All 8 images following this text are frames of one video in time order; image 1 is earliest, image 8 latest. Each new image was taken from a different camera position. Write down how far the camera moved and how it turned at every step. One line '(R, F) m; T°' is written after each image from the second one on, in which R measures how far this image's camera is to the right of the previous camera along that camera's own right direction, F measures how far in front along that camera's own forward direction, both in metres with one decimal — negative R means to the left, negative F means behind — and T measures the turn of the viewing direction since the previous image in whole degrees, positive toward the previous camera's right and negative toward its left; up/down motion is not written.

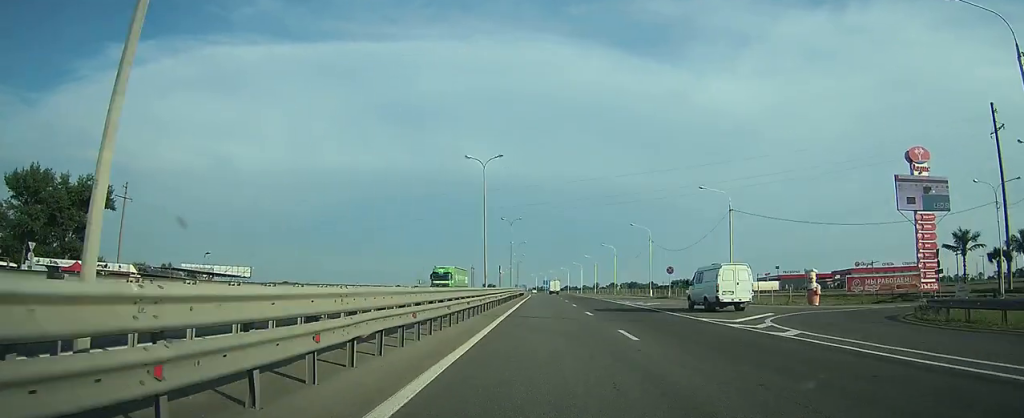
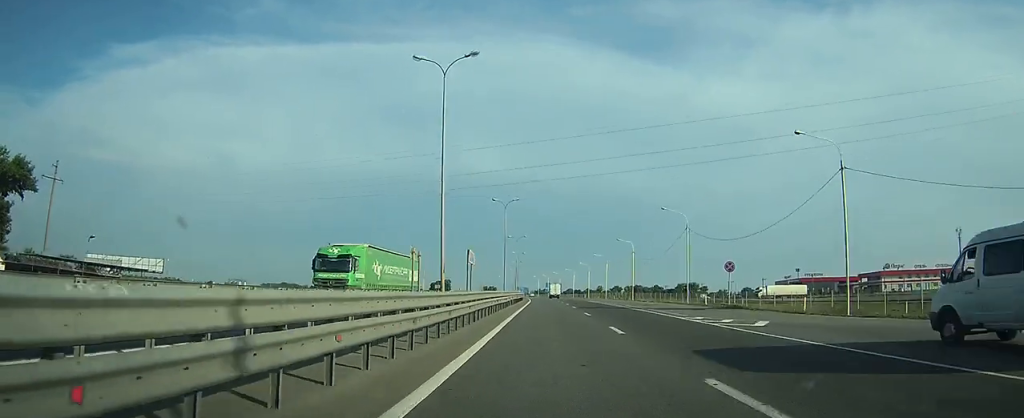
(0.0, +20.4) m; 0°
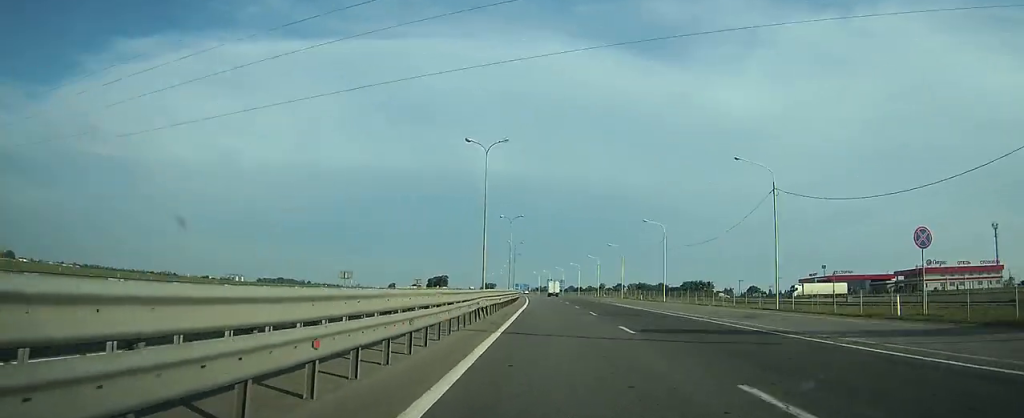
(0.0, +24.7) m; 0°
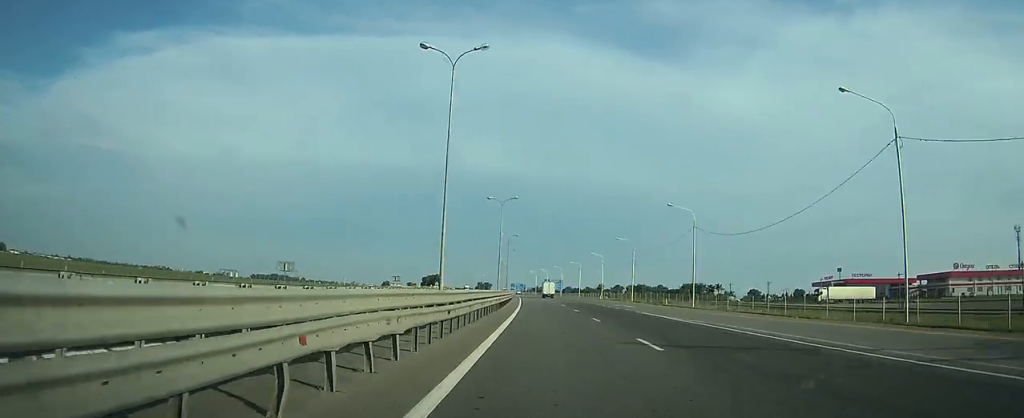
(0.0, +15.8) m; 0°
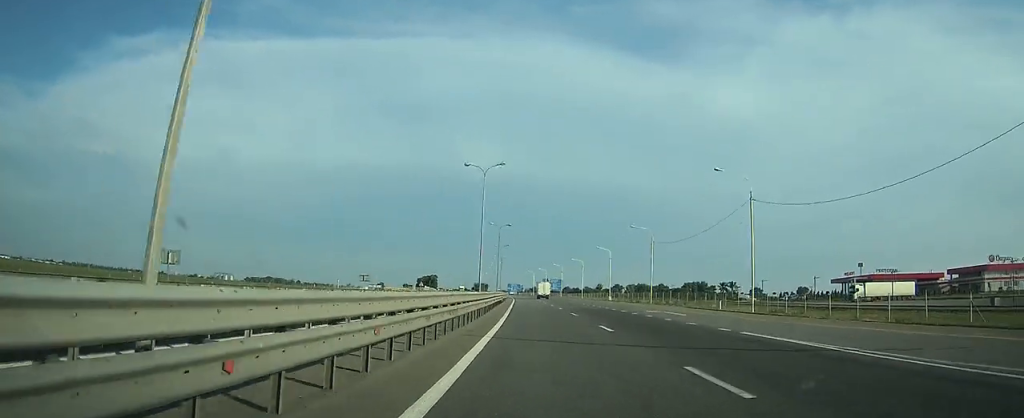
(0.0, +17.6) m; 0°
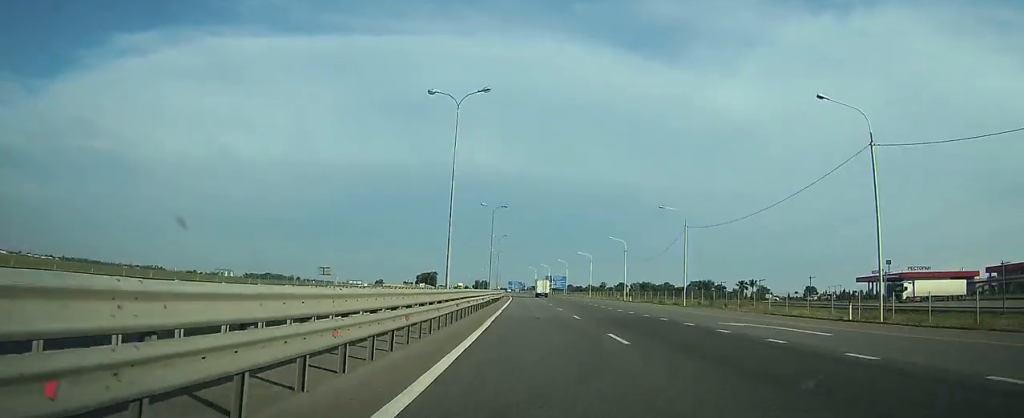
(-0.1, +16.9) m; 0°
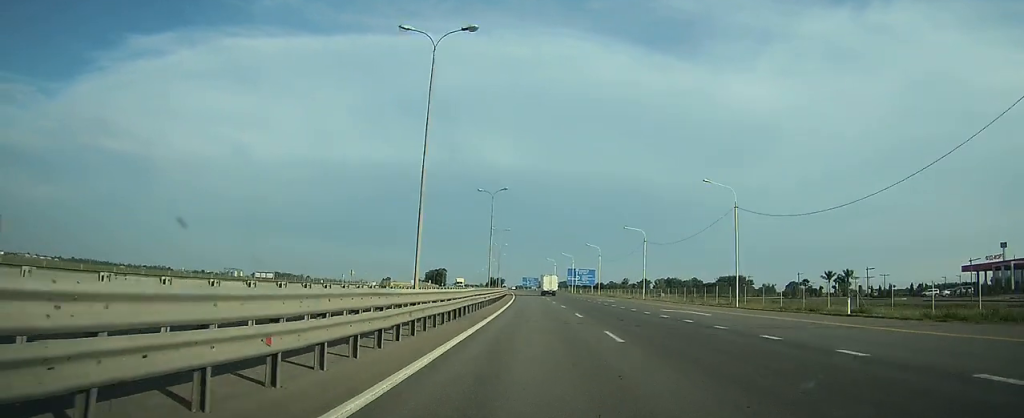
(-0.1, +48.0) m; 0°
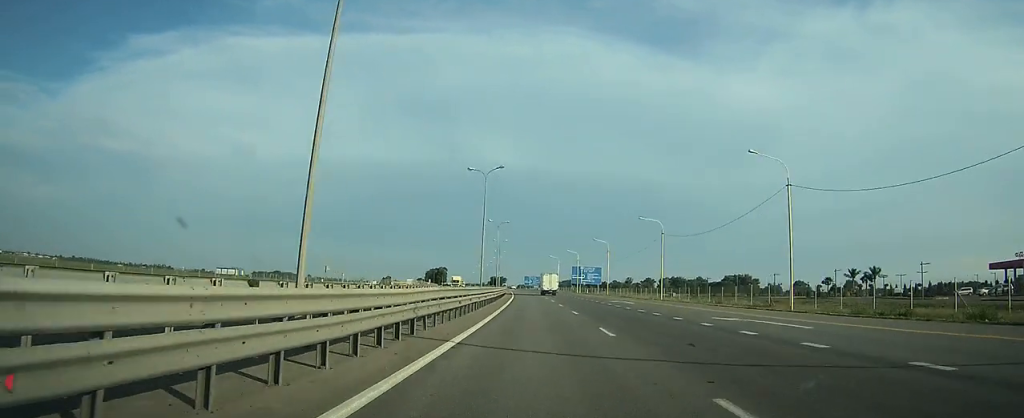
(0.0, +10.4) m; 0°
